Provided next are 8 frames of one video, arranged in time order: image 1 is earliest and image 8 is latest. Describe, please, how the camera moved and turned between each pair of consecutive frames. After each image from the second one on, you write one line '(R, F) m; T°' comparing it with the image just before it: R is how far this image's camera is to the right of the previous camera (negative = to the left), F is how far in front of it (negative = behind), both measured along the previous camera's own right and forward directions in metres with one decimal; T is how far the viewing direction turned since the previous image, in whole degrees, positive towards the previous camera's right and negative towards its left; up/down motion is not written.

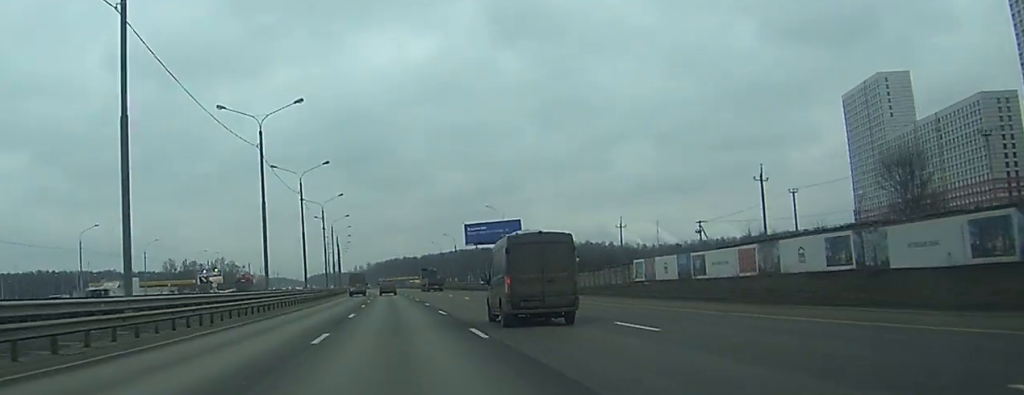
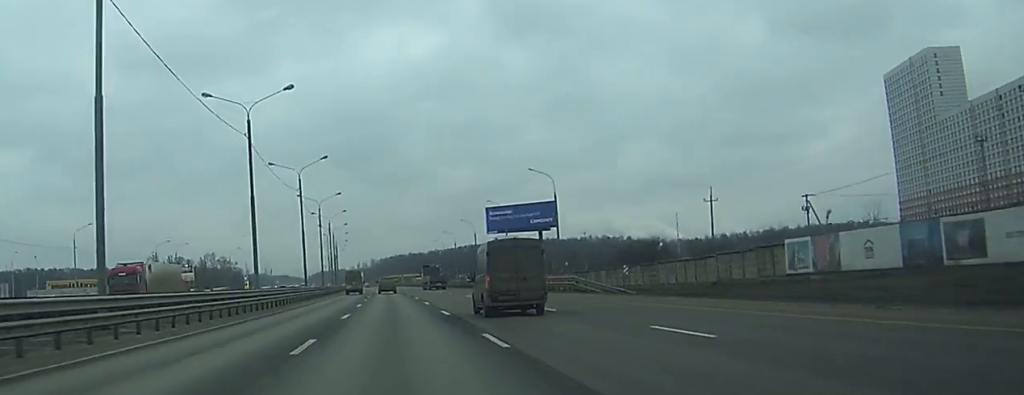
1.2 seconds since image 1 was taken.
(-0.2, +36.1) m; 0°
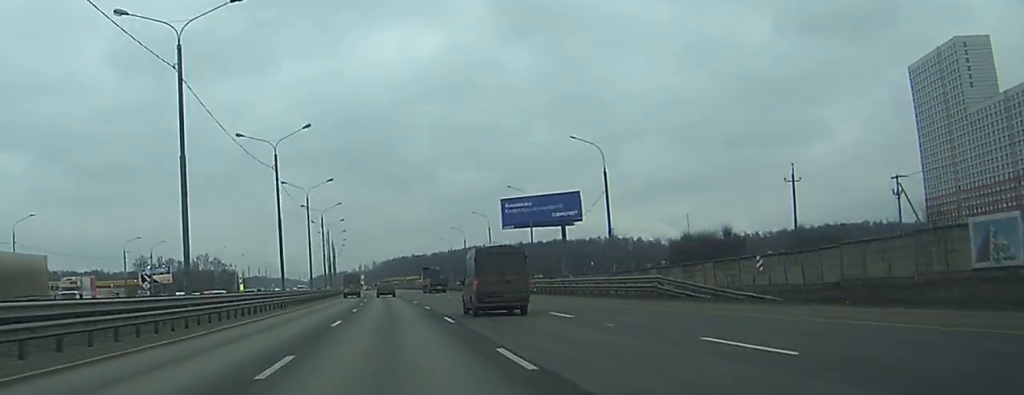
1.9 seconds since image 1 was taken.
(-0.1, +19.6) m; 0°
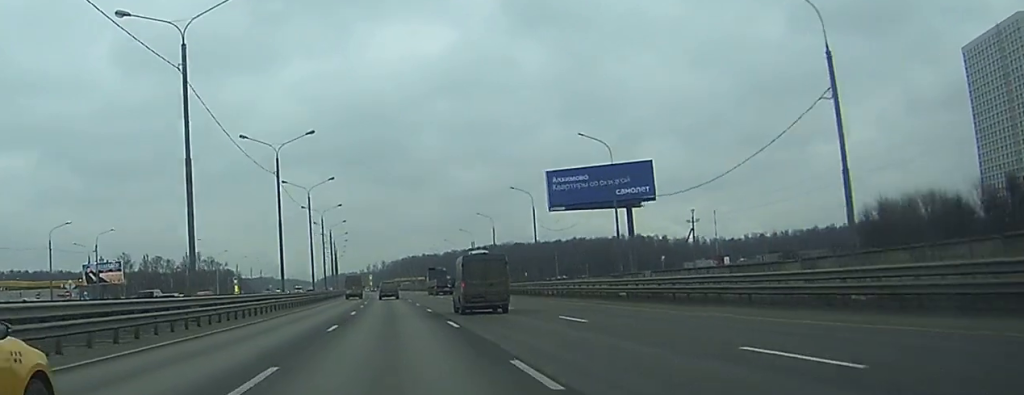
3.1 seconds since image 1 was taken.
(-0.2, +35.4) m; 0°
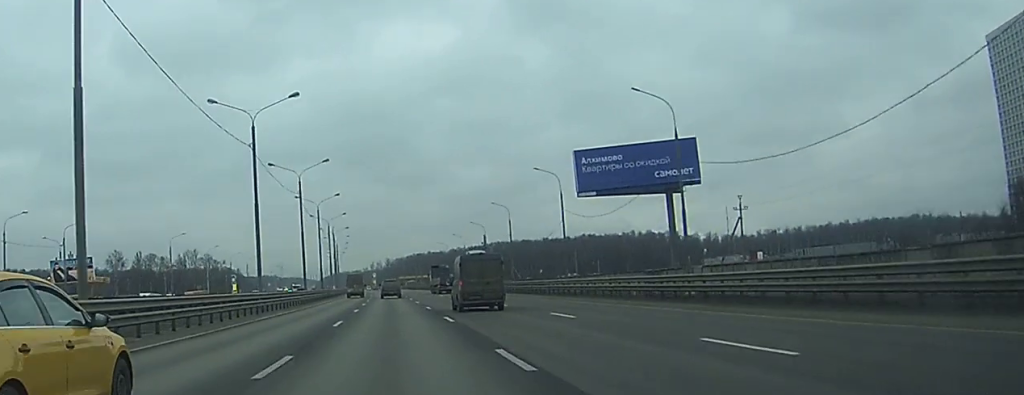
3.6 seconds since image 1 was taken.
(0.0, +13.8) m; 0°
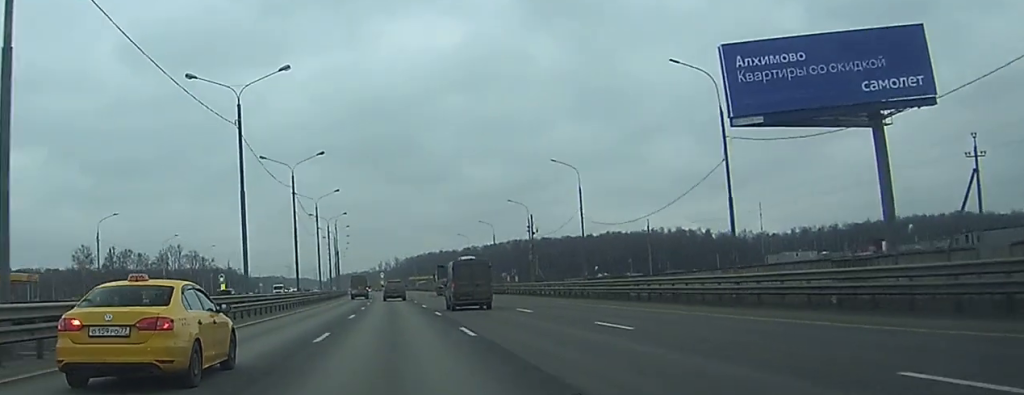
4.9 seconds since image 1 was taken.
(-0.2, +40.7) m; -1°
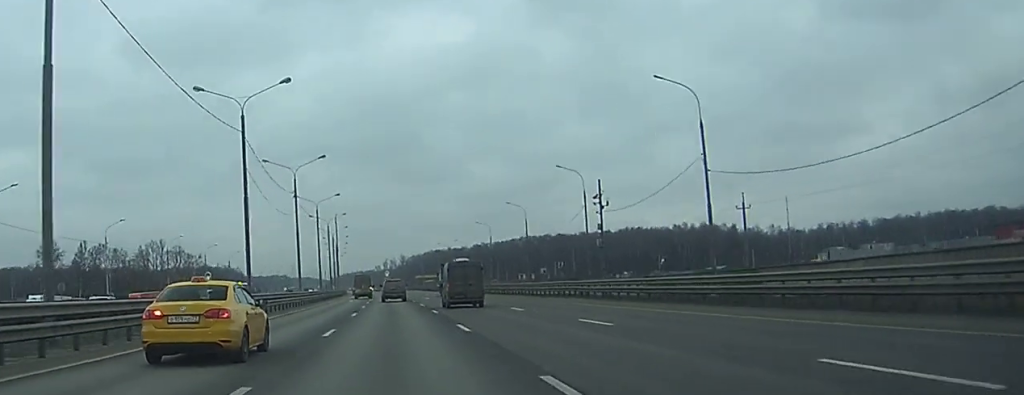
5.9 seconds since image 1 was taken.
(-0.2, +29.9) m; -1°
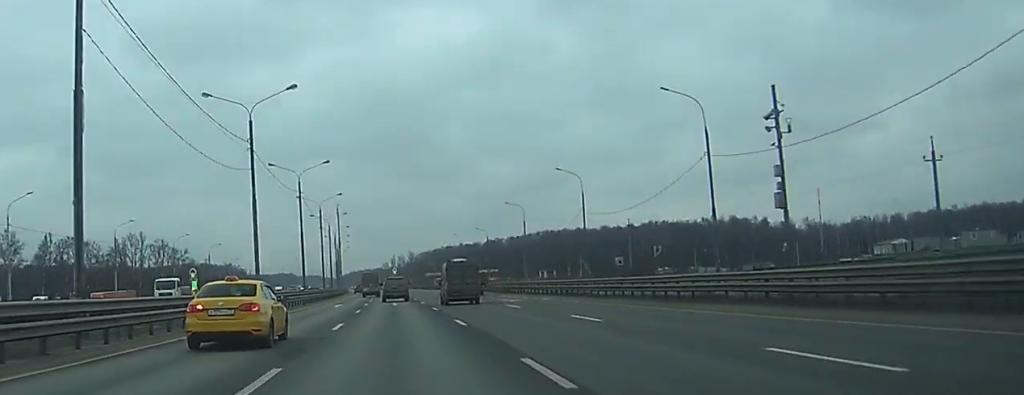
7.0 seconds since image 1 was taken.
(-0.1, +30.8) m; -1°
